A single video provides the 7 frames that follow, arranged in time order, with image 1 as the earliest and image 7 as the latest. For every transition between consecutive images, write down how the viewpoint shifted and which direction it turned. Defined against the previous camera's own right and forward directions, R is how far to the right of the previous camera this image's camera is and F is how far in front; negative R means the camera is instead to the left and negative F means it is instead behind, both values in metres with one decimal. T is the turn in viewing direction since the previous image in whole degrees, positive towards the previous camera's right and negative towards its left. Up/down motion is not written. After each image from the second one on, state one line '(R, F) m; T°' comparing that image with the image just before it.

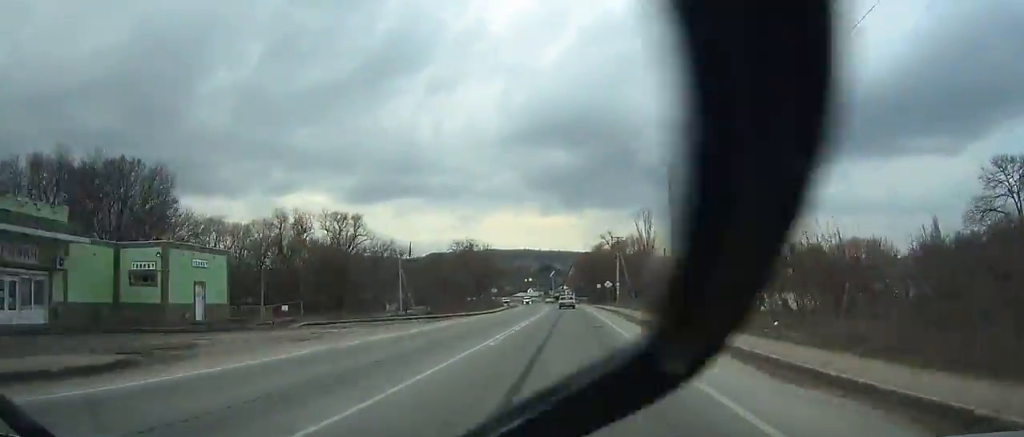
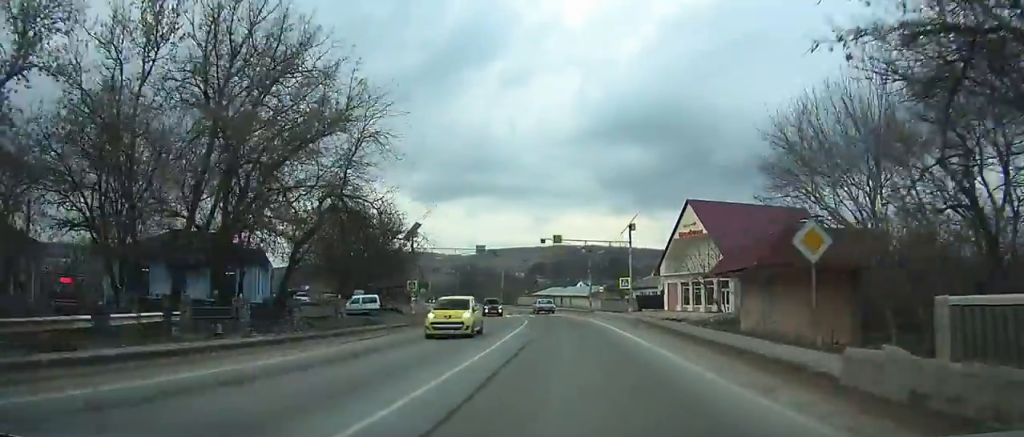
(-5.8, +111.7) m; -9°
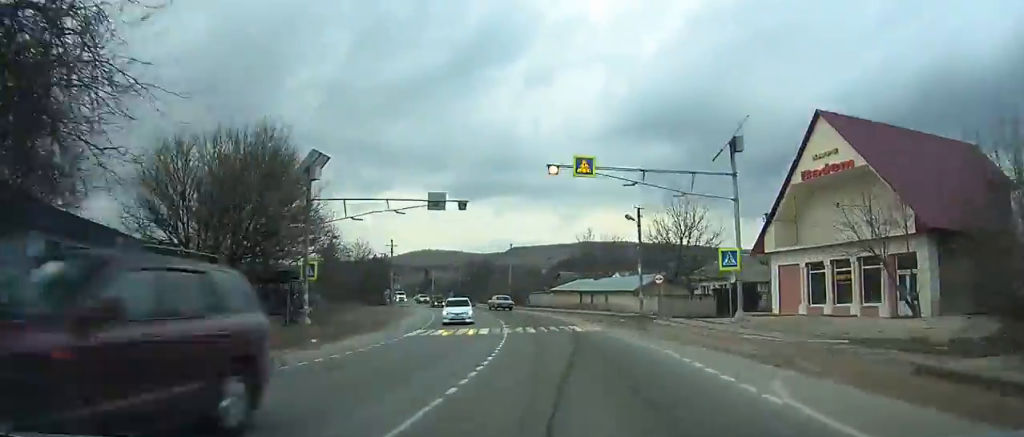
(-1.1, +27.8) m; -5°
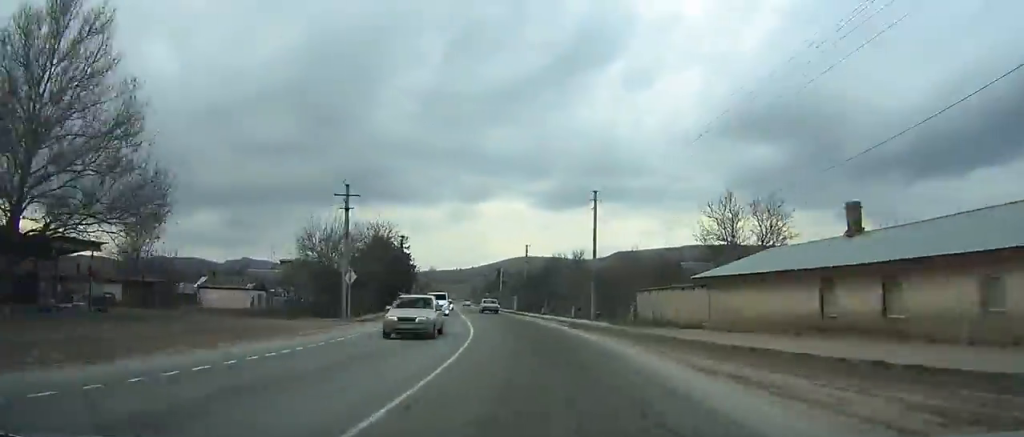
(-1.5, +37.5) m; -8°
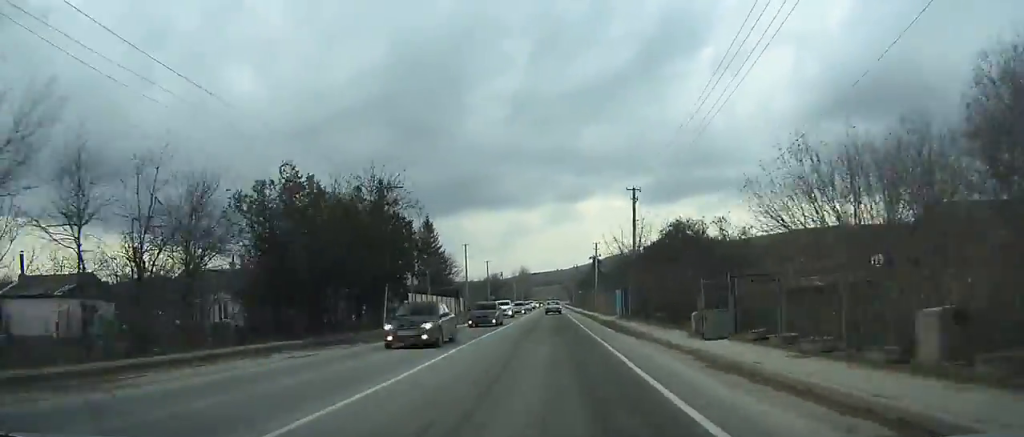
(-3.3, +32.6) m; -6°
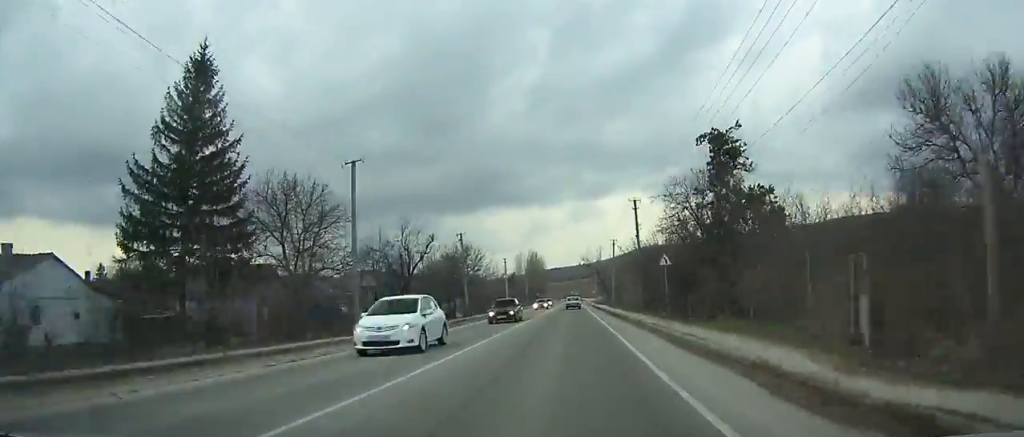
(-3.4, +68.5) m; -4°
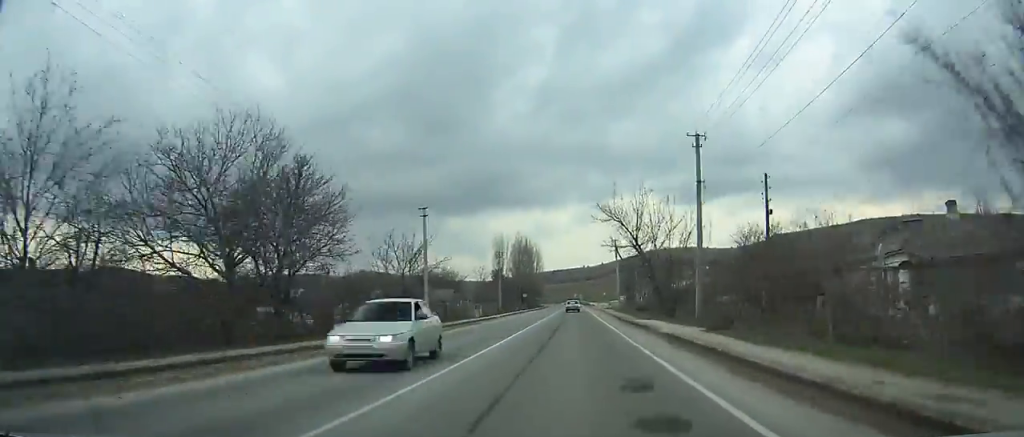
(-0.4, +50.7) m; 0°
